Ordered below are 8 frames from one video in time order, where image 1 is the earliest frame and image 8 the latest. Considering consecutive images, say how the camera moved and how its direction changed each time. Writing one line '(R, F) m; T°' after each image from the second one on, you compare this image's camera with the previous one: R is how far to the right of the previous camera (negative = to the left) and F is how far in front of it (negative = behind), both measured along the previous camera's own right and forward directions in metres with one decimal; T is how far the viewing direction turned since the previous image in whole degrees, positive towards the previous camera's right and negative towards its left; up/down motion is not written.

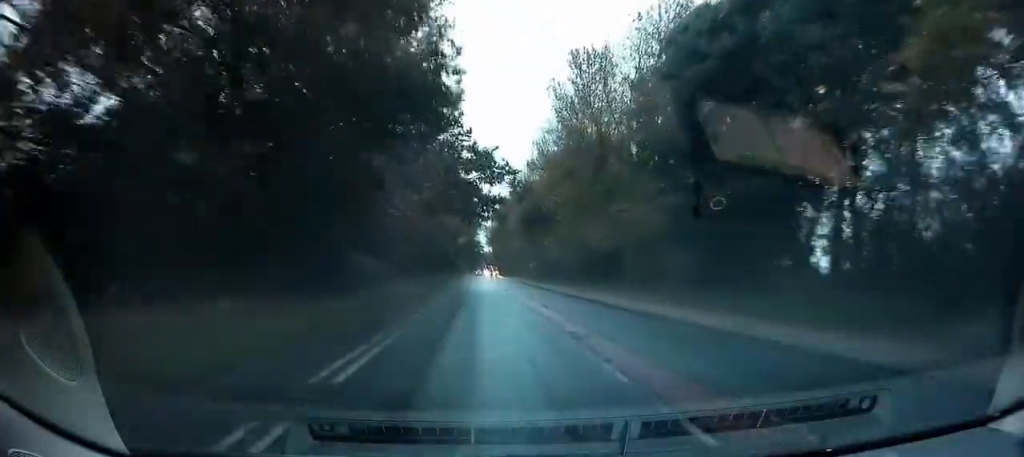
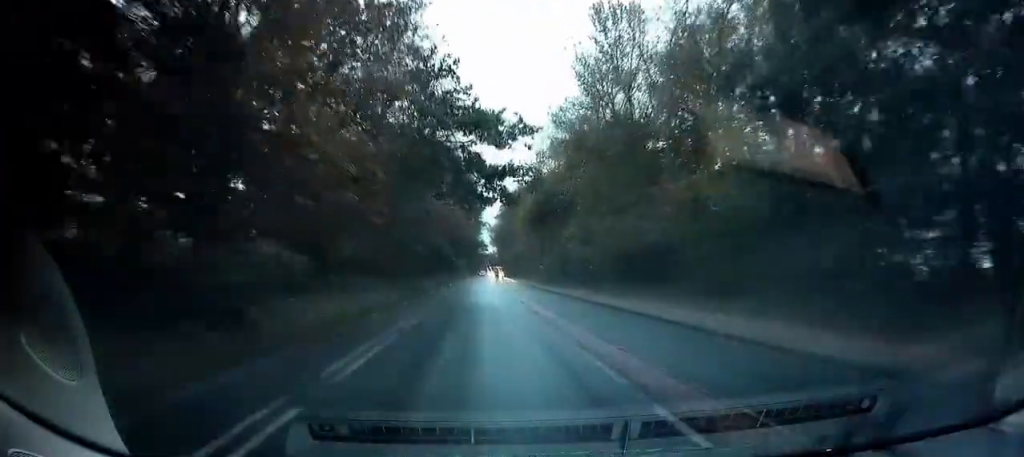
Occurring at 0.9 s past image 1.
(+0.2, +10.7) m; +1°
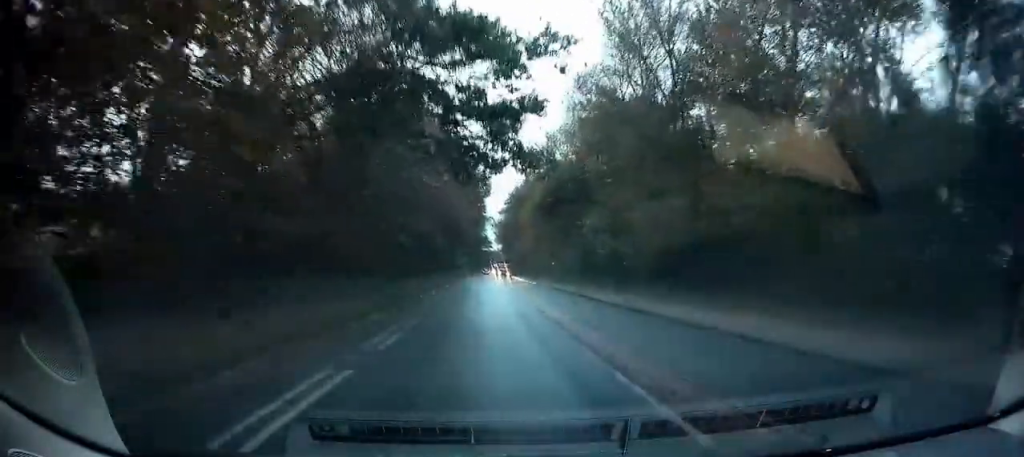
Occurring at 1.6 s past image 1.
(0.0, +9.7) m; -1°
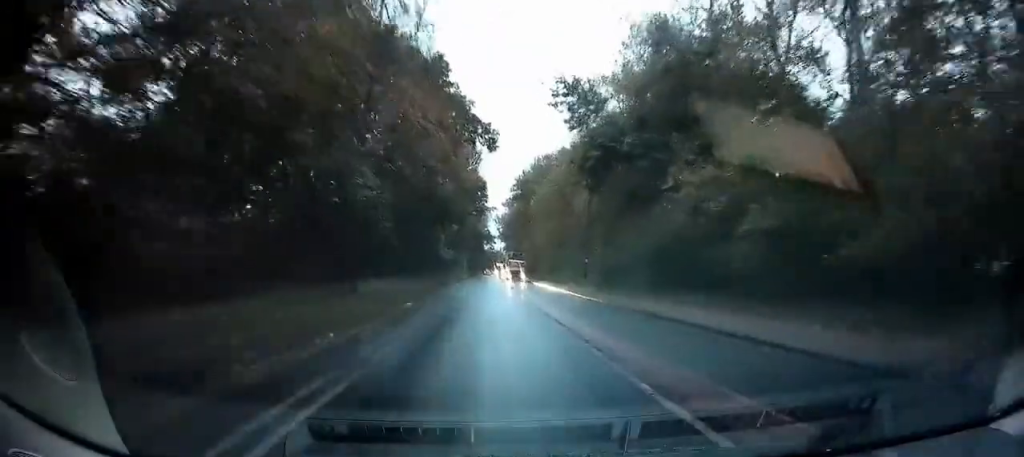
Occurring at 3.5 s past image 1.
(-0.4, +22.9) m; -2°
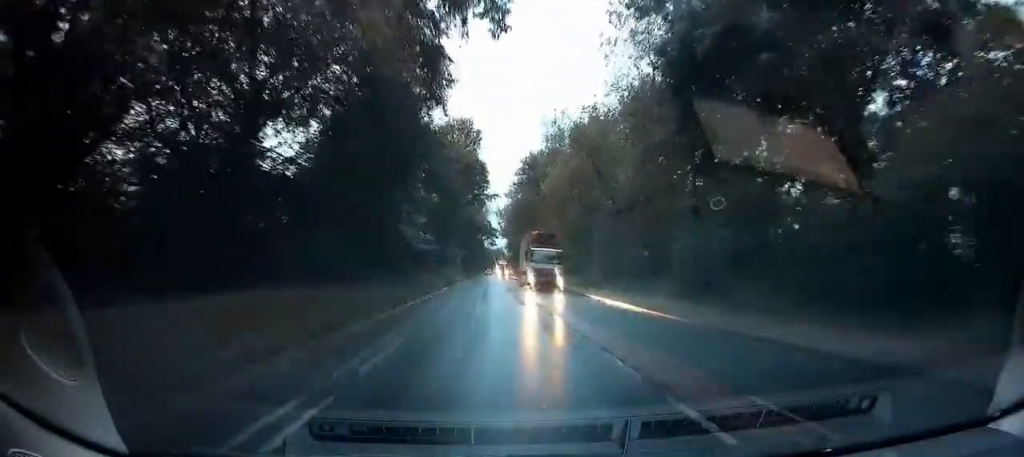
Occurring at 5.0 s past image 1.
(-0.2, +18.3) m; 0°
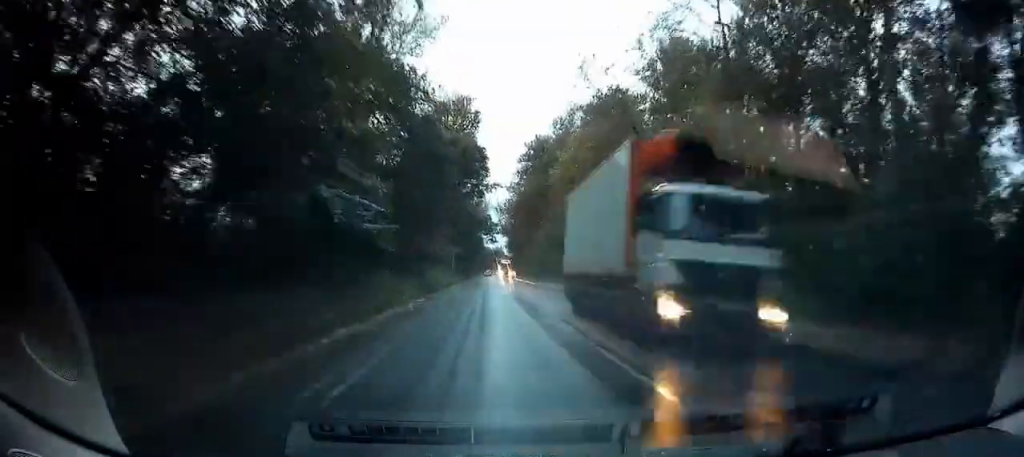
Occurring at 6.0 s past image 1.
(0.0, +13.1) m; +1°
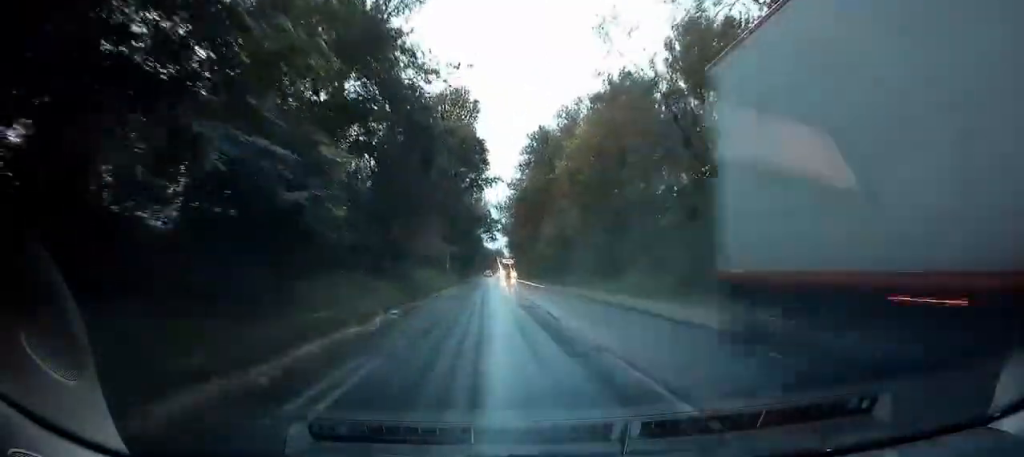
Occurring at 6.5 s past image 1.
(0.0, +6.2) m; +1°
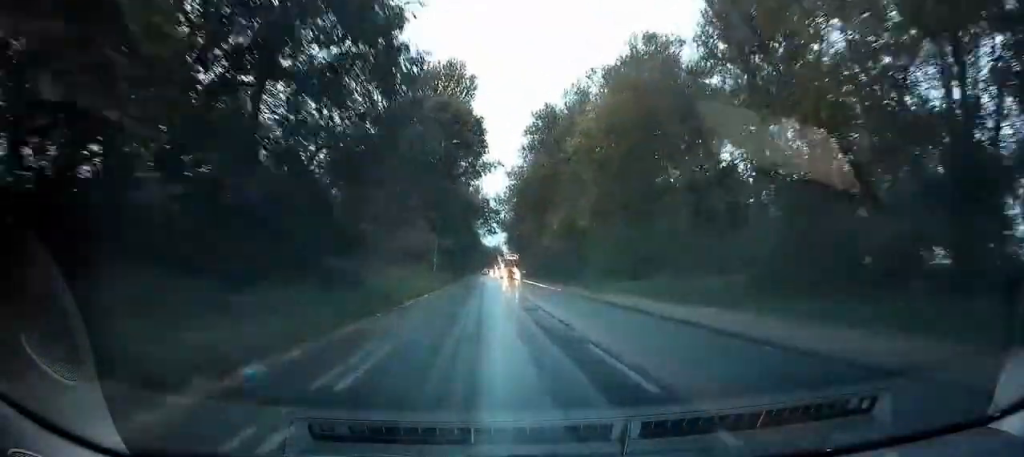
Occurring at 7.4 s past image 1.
(+0.3, +10.4) m; +5°
